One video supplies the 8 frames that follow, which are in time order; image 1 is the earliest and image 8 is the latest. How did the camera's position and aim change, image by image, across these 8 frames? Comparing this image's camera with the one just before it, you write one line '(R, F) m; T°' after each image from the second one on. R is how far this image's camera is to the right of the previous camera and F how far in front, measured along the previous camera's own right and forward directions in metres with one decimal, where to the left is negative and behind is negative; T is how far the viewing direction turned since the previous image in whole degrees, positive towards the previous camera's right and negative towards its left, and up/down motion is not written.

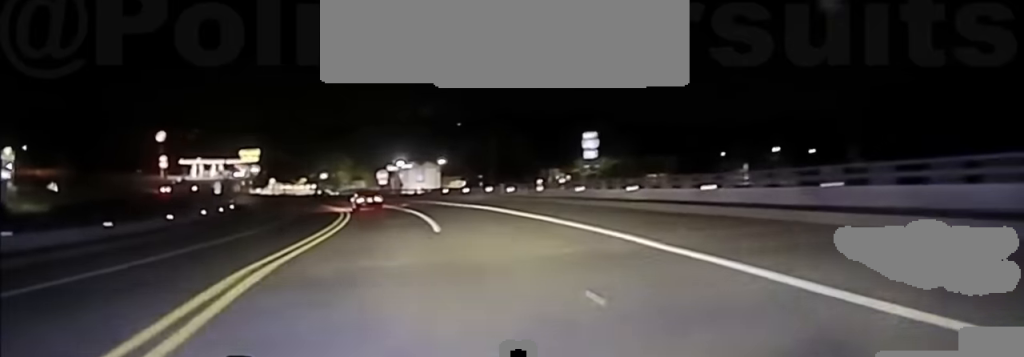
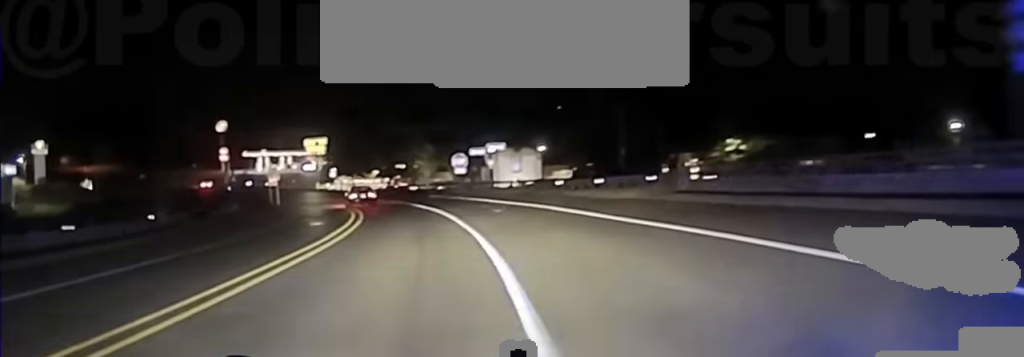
(-1.5, +29.6) m; -6°
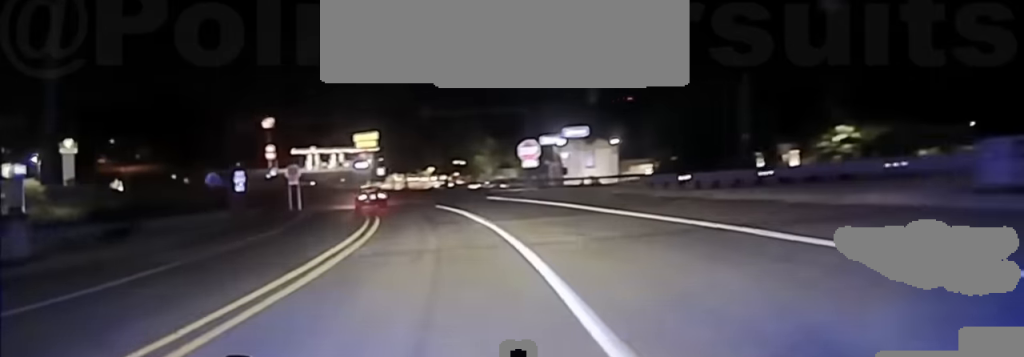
(-0.5, +16.5) m; -3°
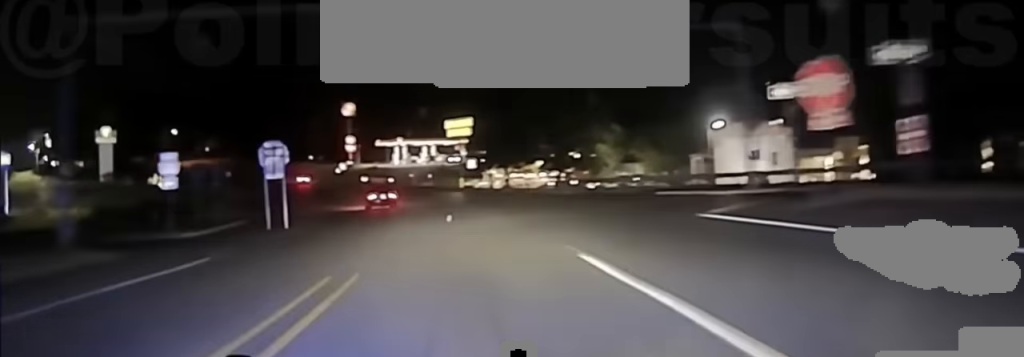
(-1.5, +30.6) m; -6°
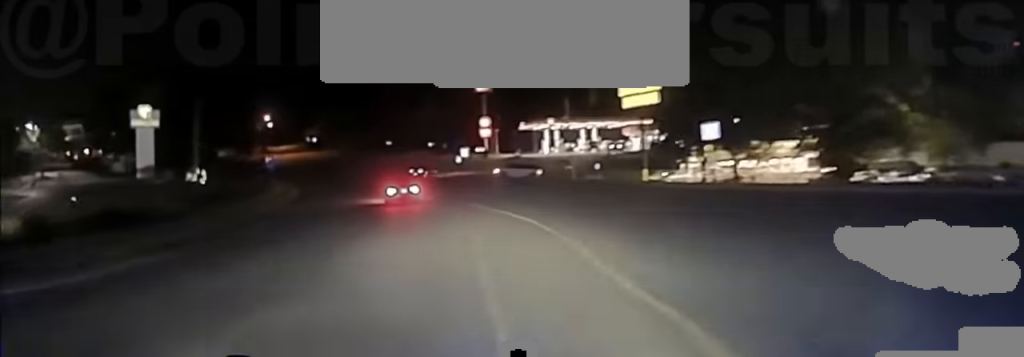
(-5.1, +52.9) m; -10°
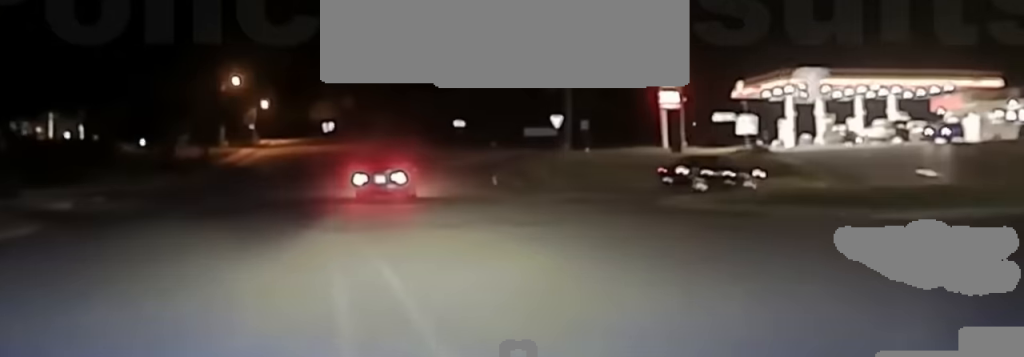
(-6.7, +78.7) m; -7°
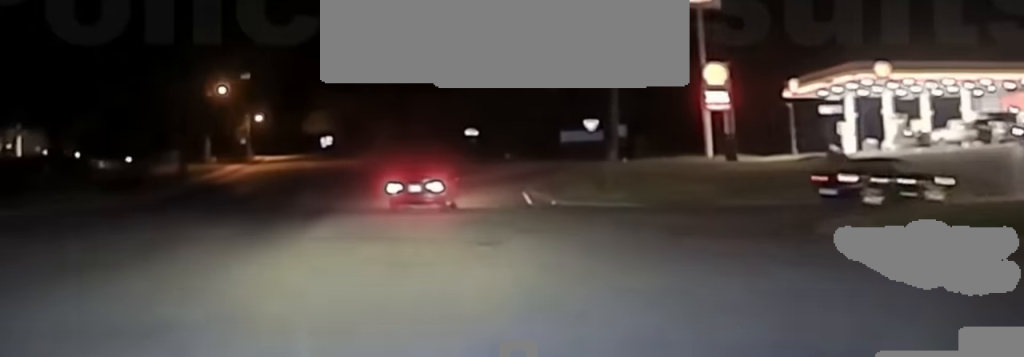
(-0.1, +14.2) m; 0°
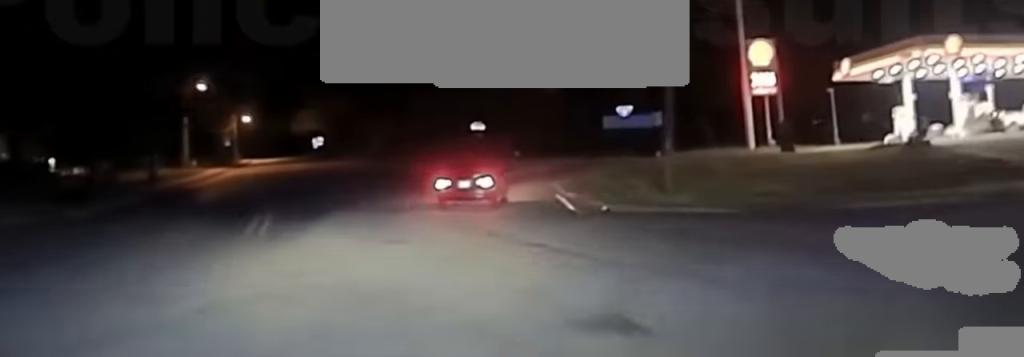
(0.0, +11.1) m; +2°
